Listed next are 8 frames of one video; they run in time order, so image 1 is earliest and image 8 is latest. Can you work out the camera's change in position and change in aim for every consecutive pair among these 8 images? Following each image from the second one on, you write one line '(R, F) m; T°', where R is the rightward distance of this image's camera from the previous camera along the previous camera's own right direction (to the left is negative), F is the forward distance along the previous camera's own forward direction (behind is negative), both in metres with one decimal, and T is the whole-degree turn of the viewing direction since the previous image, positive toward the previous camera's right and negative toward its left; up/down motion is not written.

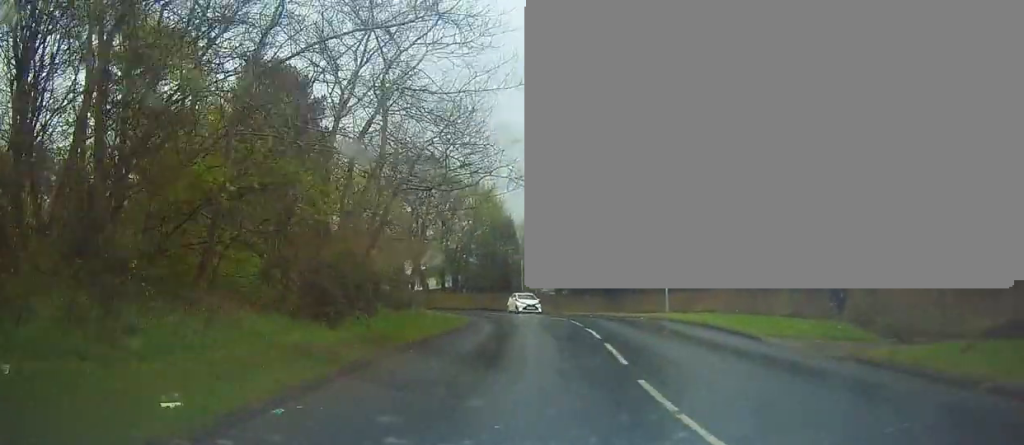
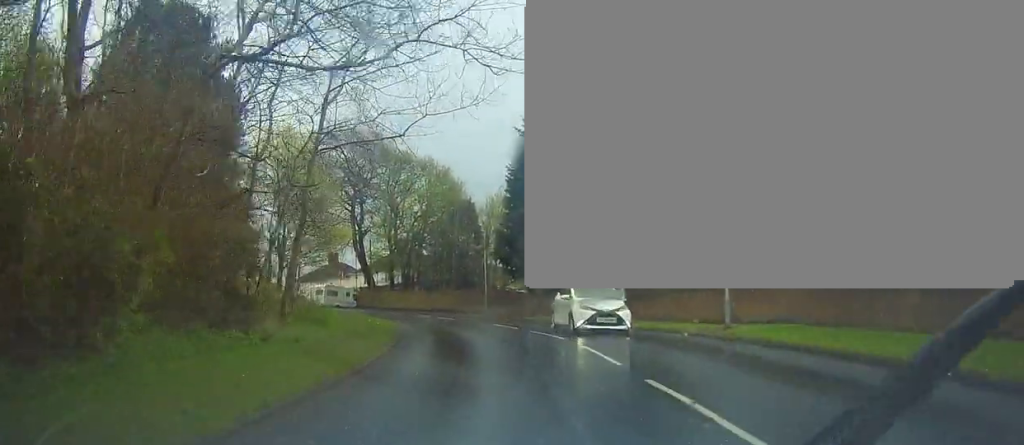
(+0.8, +11.9) m; +4°
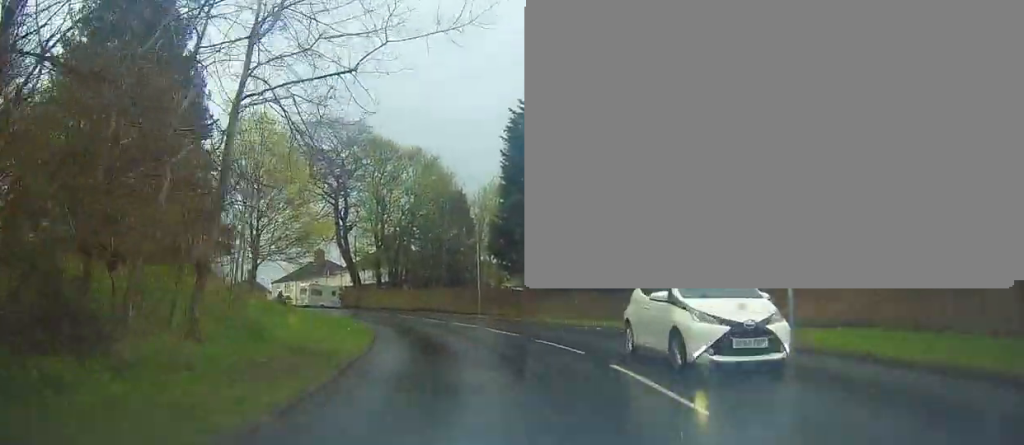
(-0.1, +4.4) m; -1°
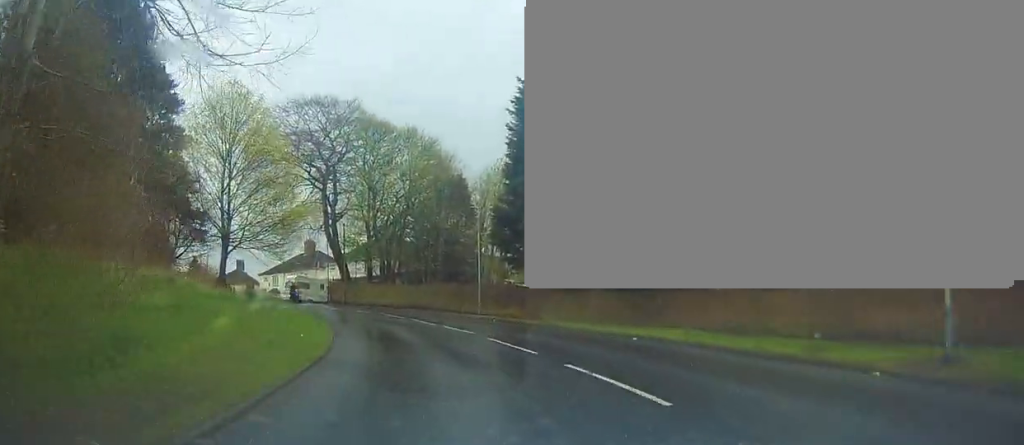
(-0.1, +5.5) m; -1°
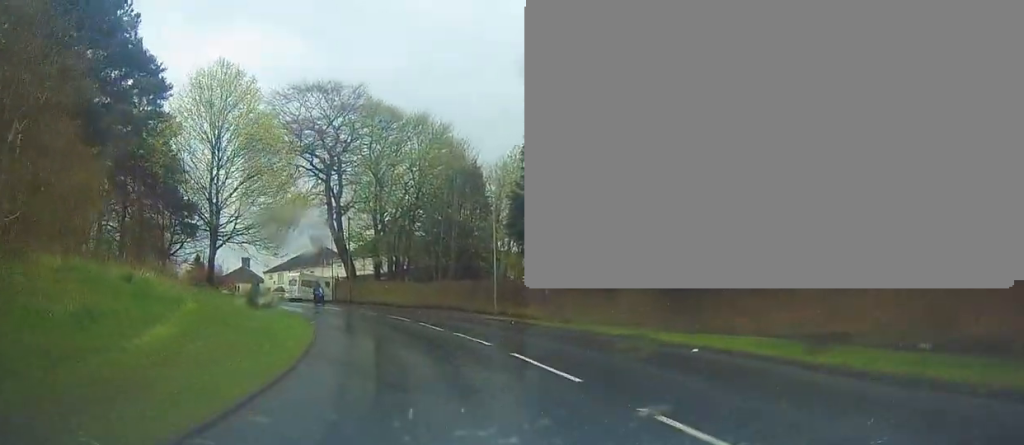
(0.0, +3.9) m; -1°
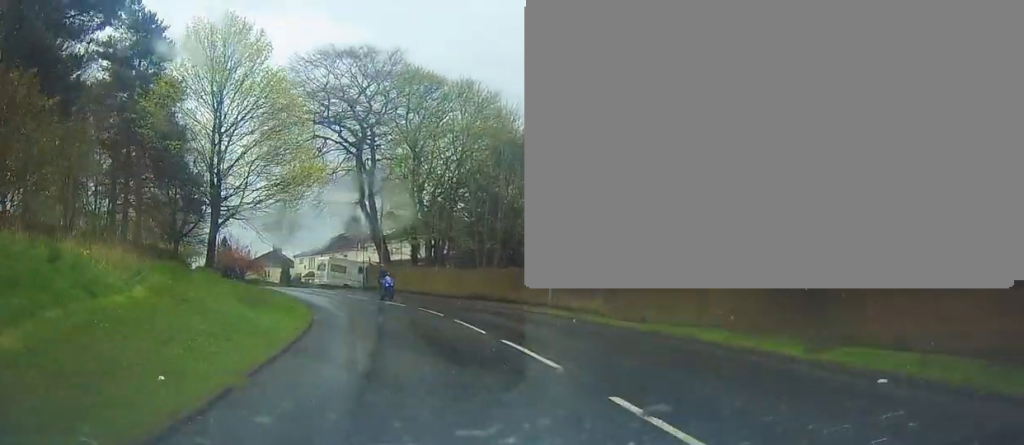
(-0.1, +5.7) m; -1°
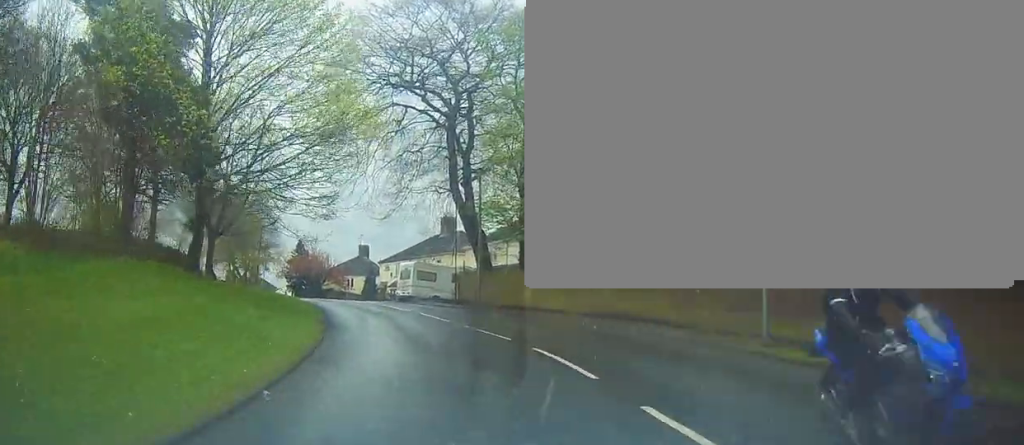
(-0.3, +12.1) m; -7°
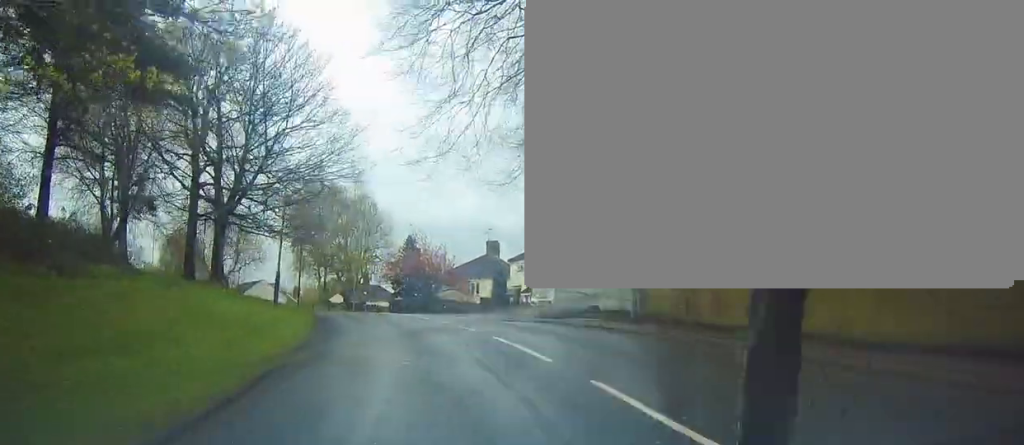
(-2.2, +15.7) m; -13°
